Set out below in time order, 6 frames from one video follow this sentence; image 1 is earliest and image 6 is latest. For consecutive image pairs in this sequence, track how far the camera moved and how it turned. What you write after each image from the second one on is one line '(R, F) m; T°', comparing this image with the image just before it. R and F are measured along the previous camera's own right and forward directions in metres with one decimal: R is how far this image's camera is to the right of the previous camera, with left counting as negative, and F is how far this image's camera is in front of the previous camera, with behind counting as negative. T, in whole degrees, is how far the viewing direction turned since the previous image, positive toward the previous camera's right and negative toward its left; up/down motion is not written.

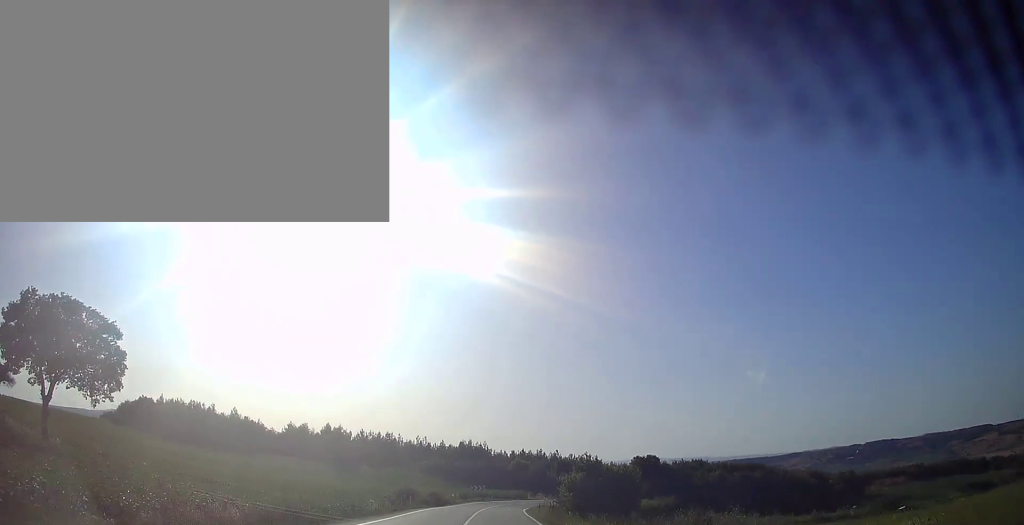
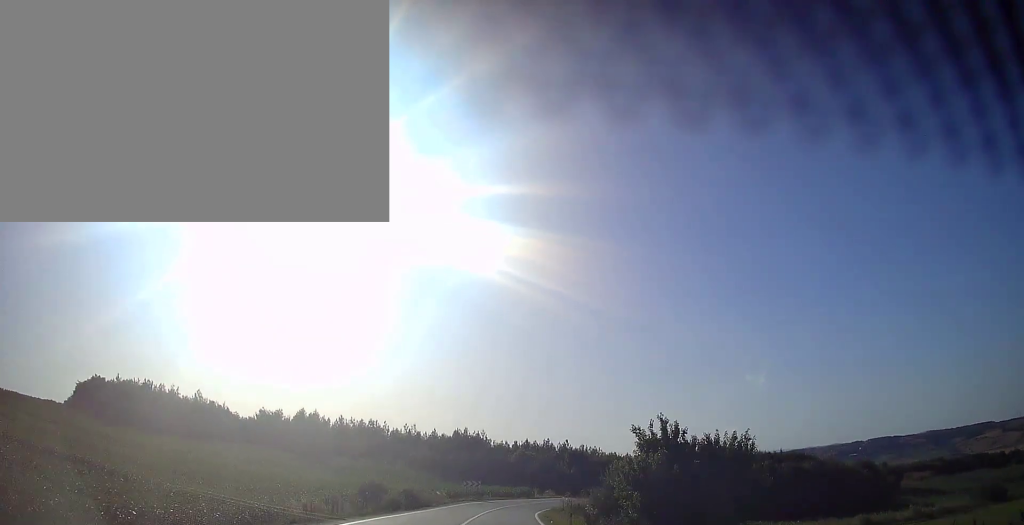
(0.0, +18.8) m; 0°
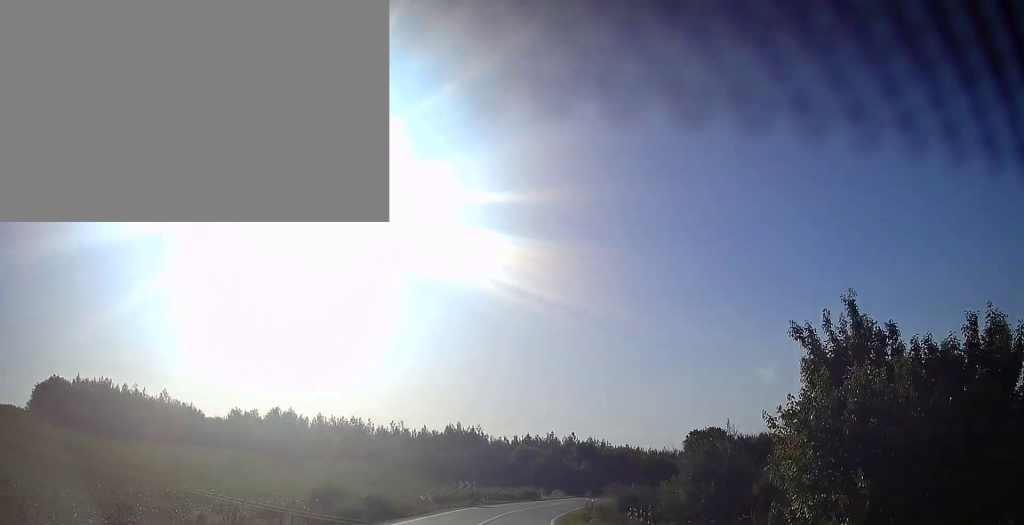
(+0.1, +12.5) m; 0°
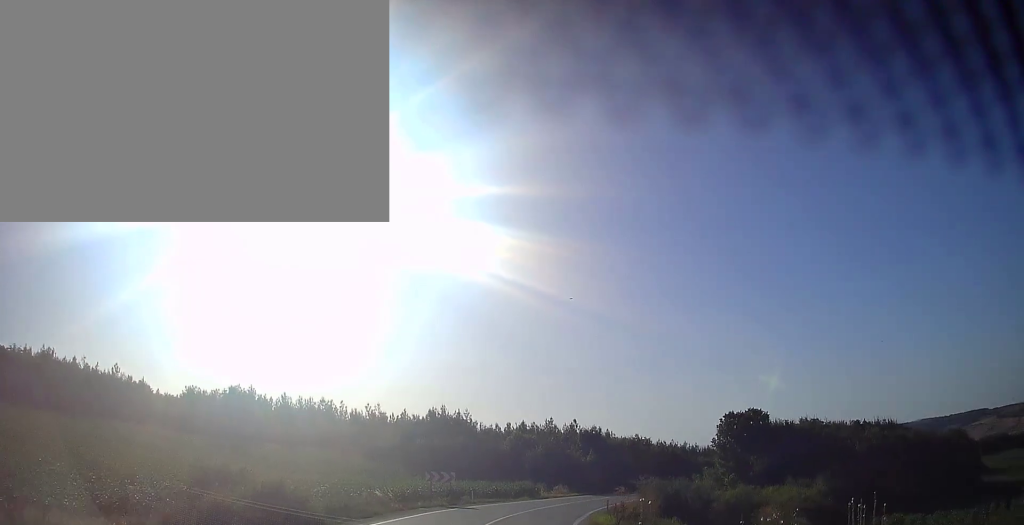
(-0.1, +13.9) m; 0°
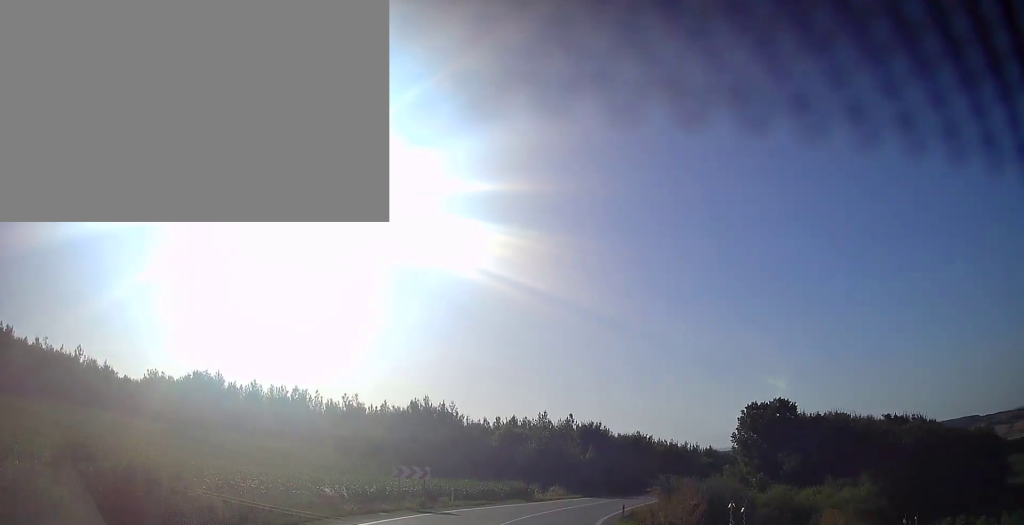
(0.0, +8.4) m; +1°
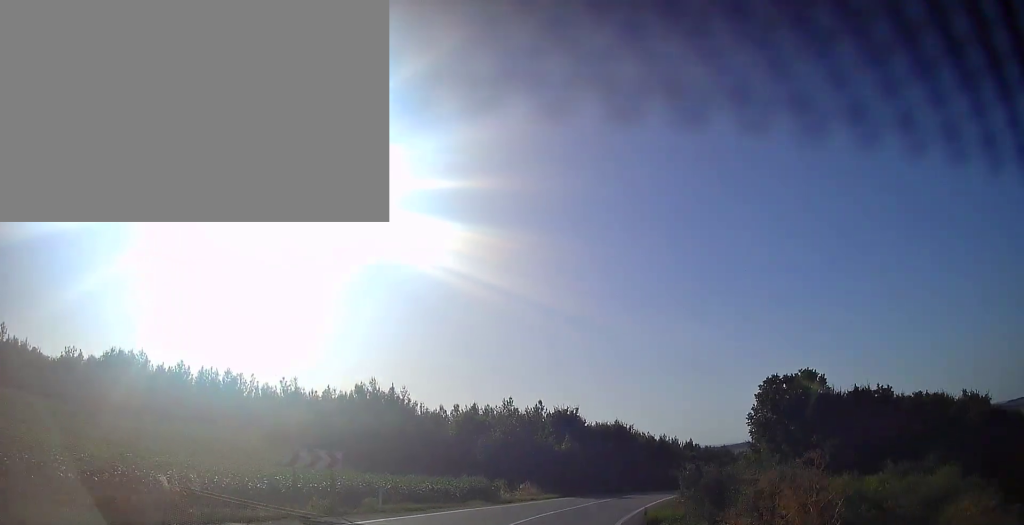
(+0.2, +10.8) m; +3°
